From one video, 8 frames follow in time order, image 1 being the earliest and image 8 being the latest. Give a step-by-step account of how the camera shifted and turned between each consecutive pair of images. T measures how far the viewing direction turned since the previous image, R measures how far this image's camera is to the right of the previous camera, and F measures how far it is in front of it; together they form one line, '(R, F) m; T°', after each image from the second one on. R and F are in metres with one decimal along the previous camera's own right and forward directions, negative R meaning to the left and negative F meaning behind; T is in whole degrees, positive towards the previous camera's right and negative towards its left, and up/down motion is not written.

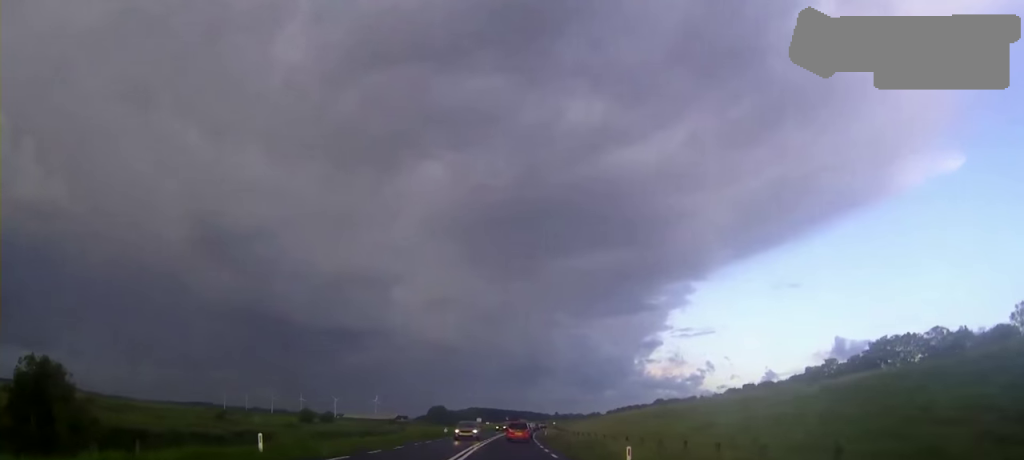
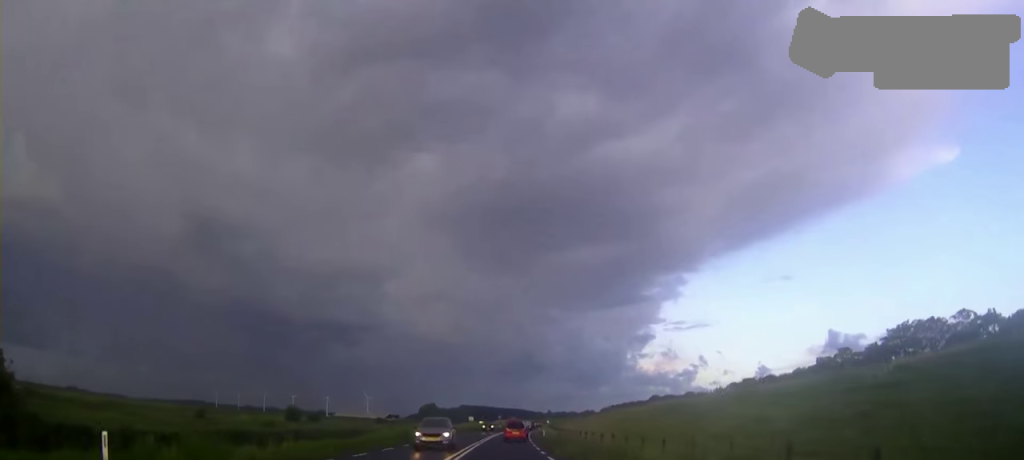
(+0.1, +7.3) m; +1°
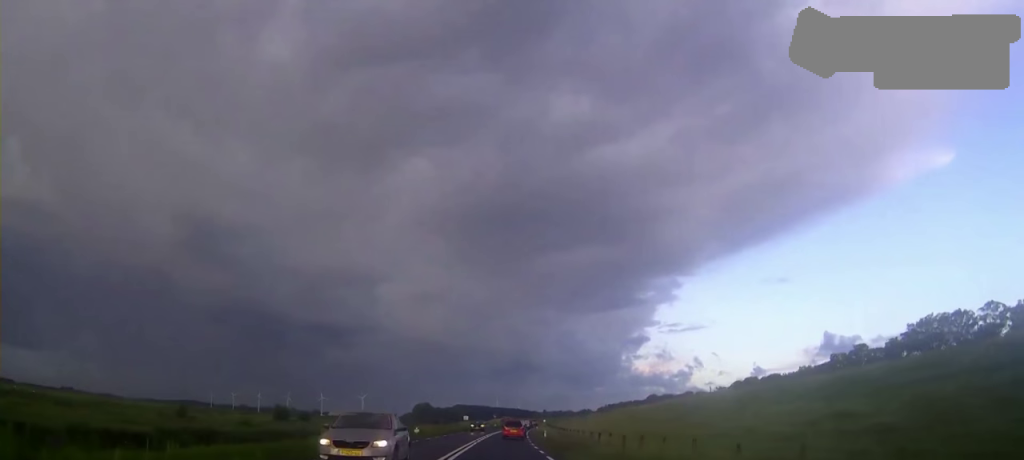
(0.0, +7.0) m; +1°
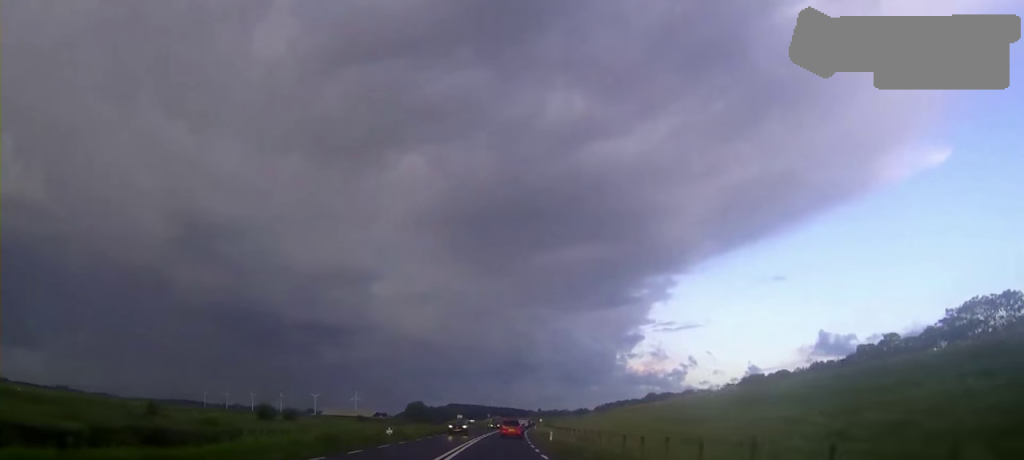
(+0.1, +10.9) m; +1°
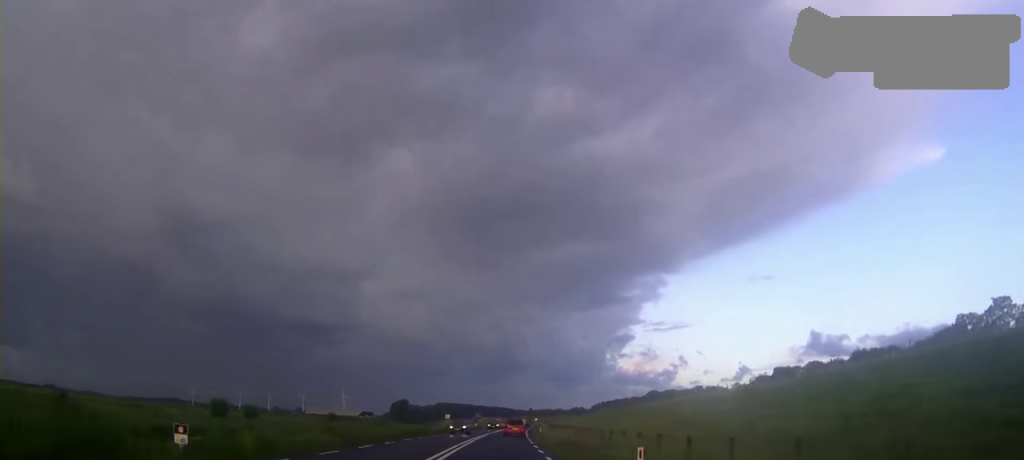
(+0.2, +27.6) m; +1°
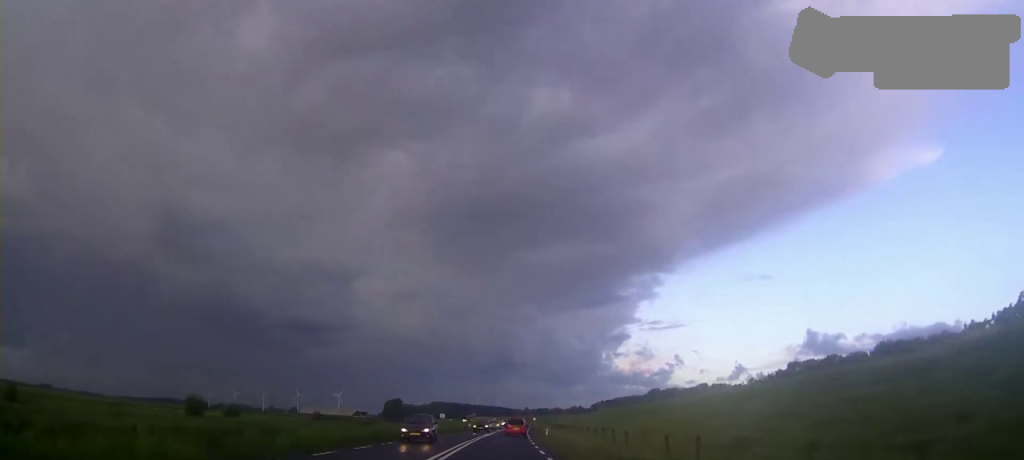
(0.0, +13.0) m; 0°
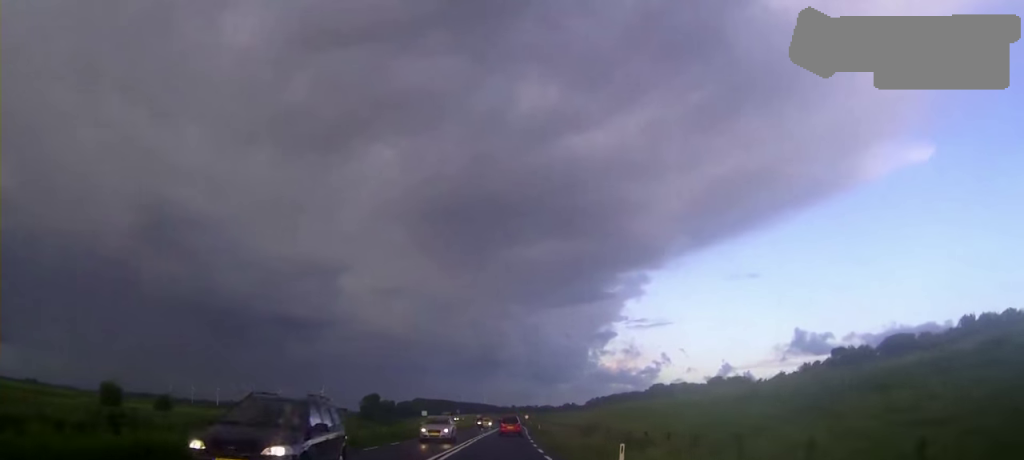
(+0.2, +34.3) m; +1°
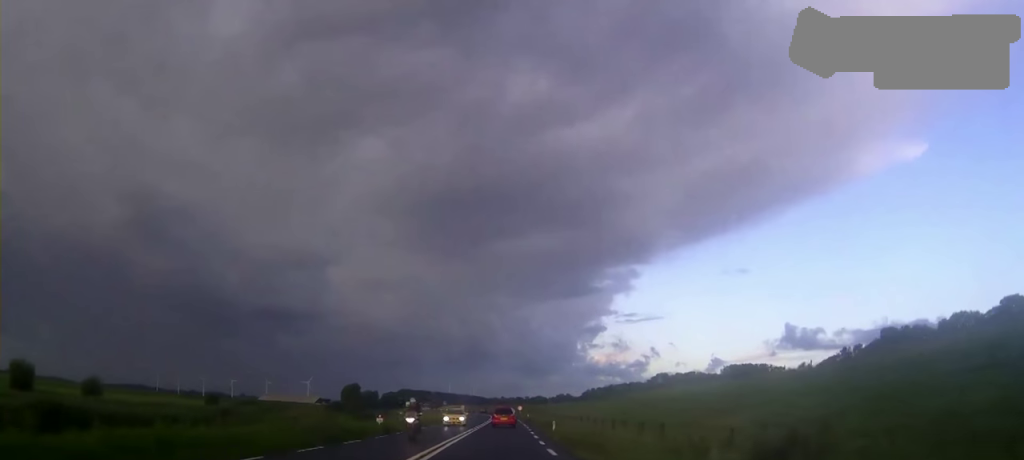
(+0.2, +27.0) m; +1°
